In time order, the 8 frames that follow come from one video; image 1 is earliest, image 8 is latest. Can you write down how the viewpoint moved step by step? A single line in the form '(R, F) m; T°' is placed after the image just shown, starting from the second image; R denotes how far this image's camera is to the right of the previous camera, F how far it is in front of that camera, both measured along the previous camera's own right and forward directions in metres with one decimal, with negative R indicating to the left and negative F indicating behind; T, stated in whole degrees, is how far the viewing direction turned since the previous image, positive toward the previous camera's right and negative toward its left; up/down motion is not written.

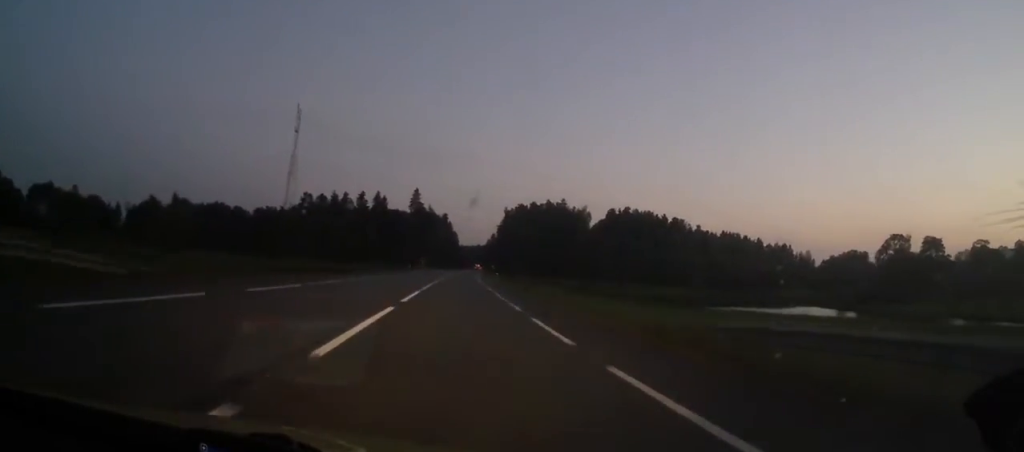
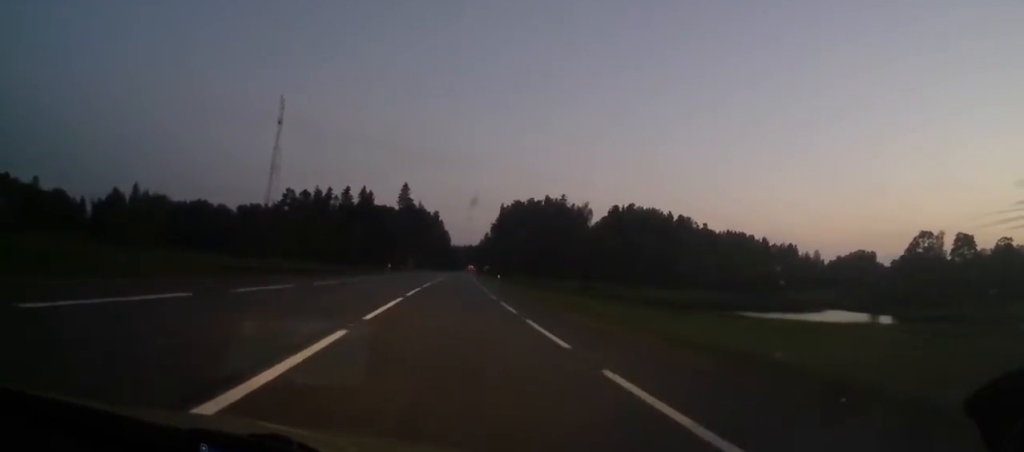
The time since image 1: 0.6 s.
(+0.2, +18.3) m; +1°
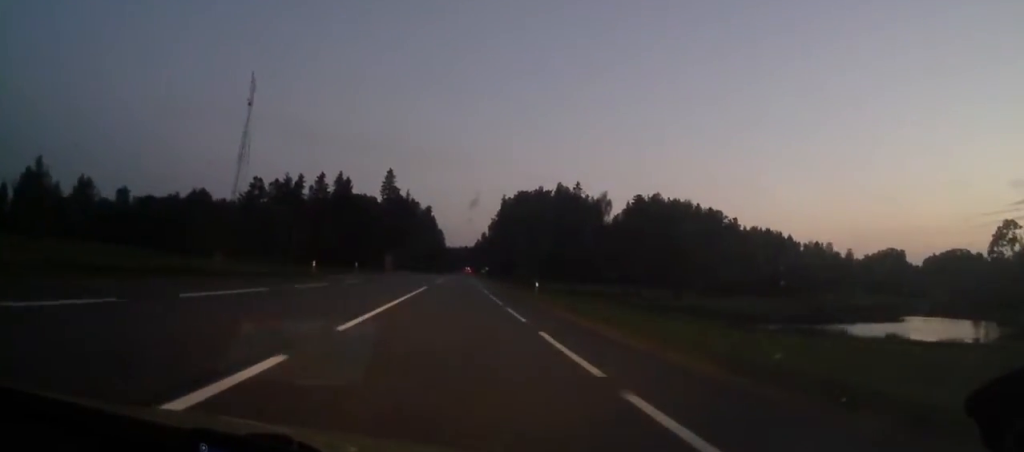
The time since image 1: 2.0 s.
(+0.3, +38.6) m; +1°
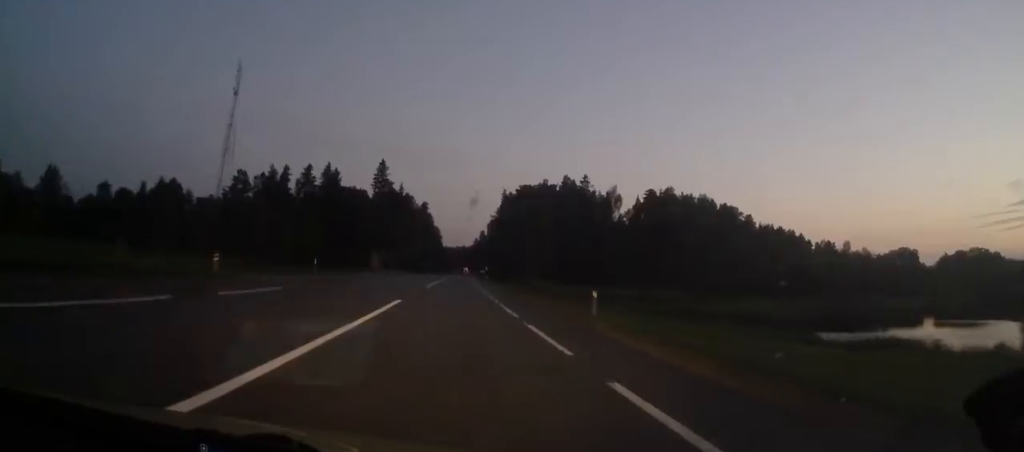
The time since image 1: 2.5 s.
(-0.1, +15.5) m; 0°
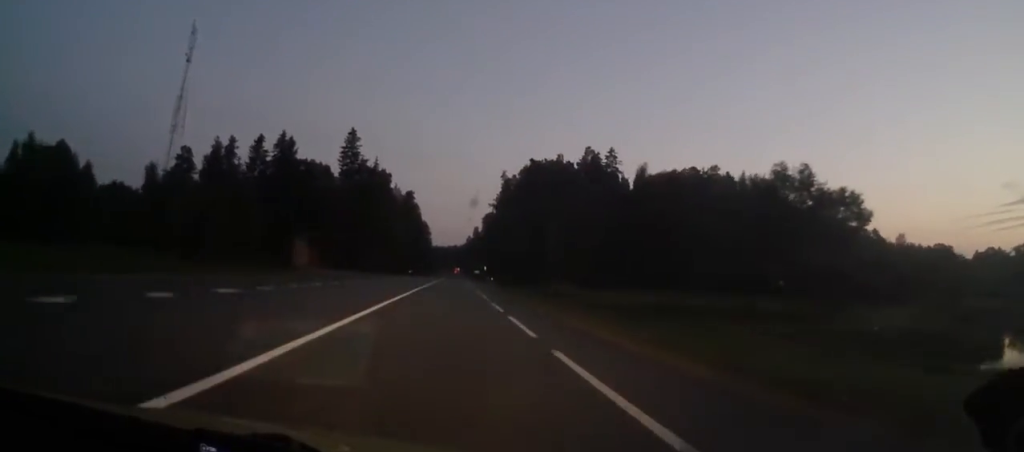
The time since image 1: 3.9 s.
(+0.5, +41.2) m; +1°
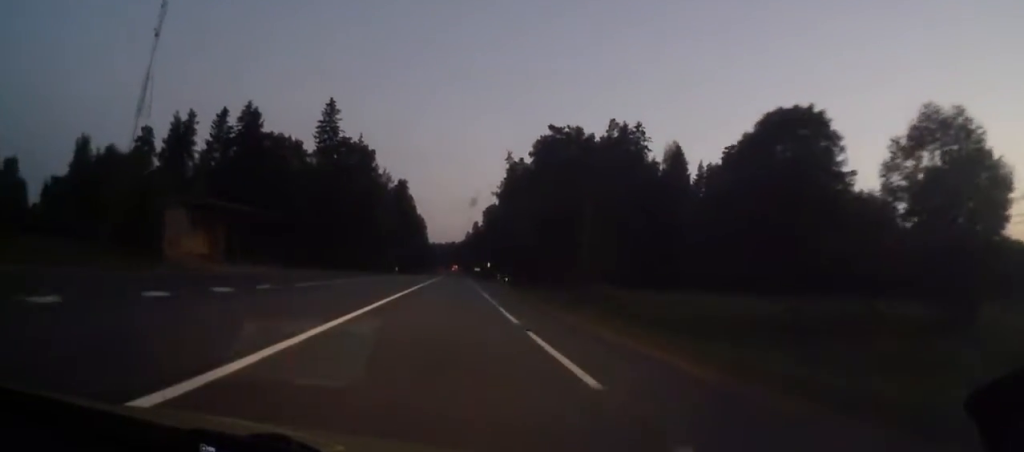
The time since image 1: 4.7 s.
(0.0, +23.8) m; 0°
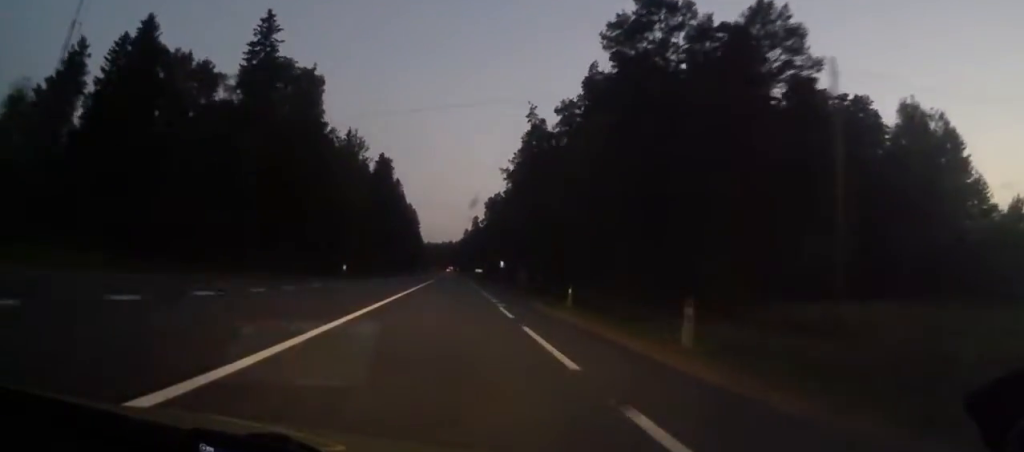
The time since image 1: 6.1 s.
(+0.3, +43.1) m; +1°
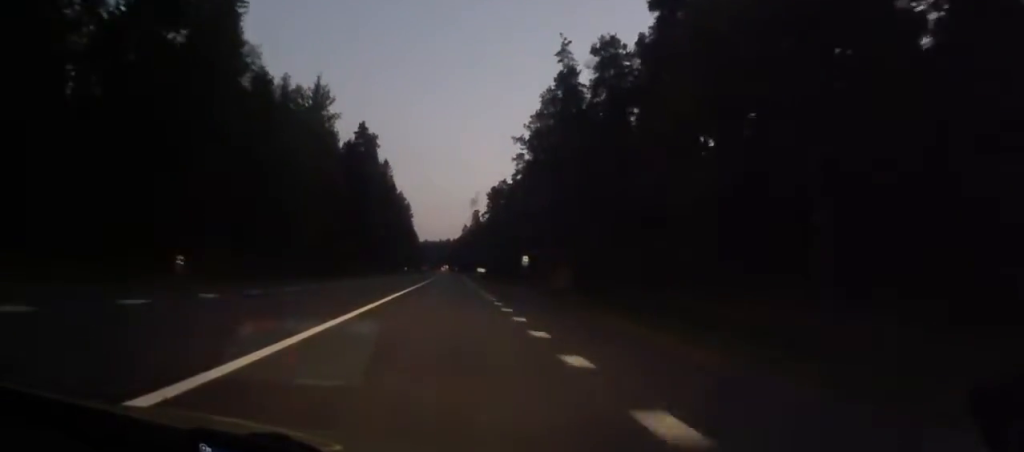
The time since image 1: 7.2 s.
(+0.1, +31.4) m; +1°
